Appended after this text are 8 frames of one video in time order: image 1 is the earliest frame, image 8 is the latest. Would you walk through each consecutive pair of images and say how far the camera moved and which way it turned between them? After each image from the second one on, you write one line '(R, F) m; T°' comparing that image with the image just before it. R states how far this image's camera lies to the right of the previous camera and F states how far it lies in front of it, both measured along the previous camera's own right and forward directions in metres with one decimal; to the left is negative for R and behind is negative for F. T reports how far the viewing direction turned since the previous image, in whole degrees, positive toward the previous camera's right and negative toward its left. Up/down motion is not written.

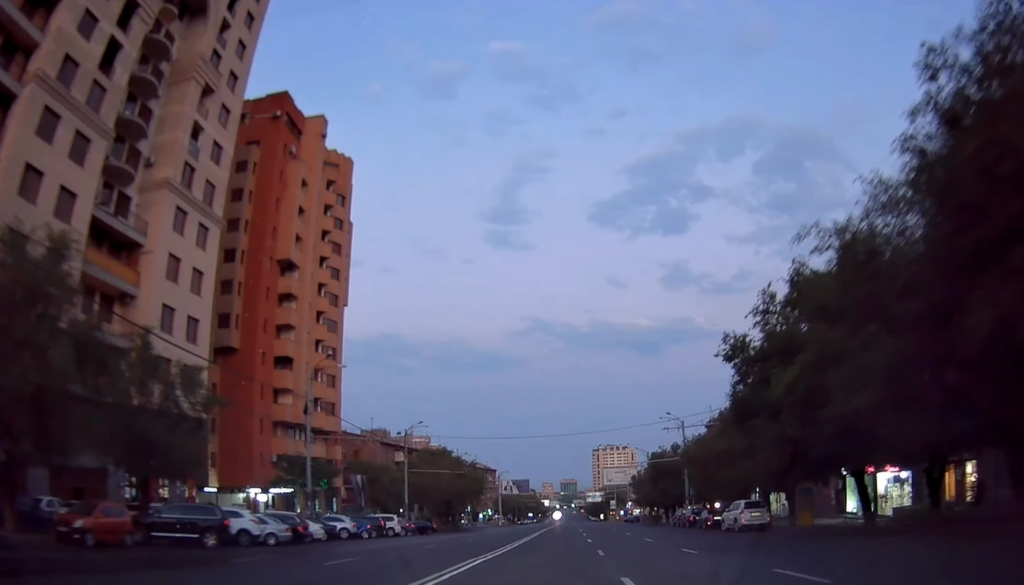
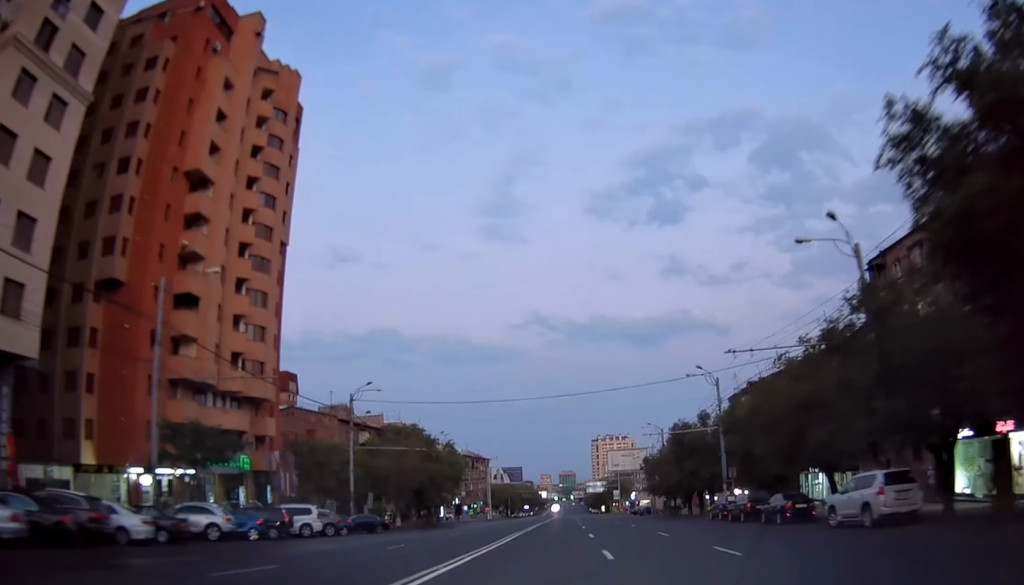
(+0.5, +18.0) m; -1°
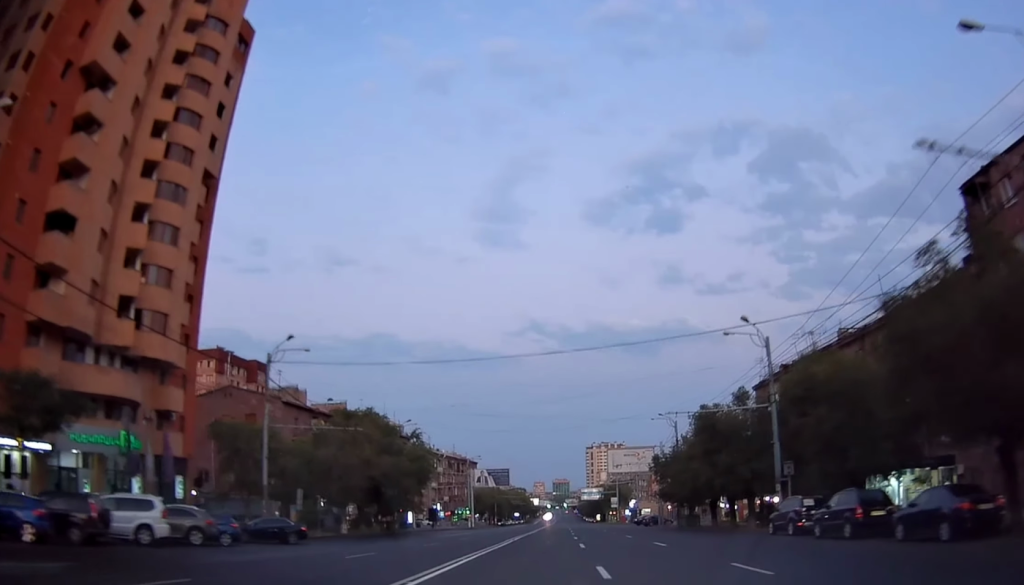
(-0.6, +15.4) m; -2°
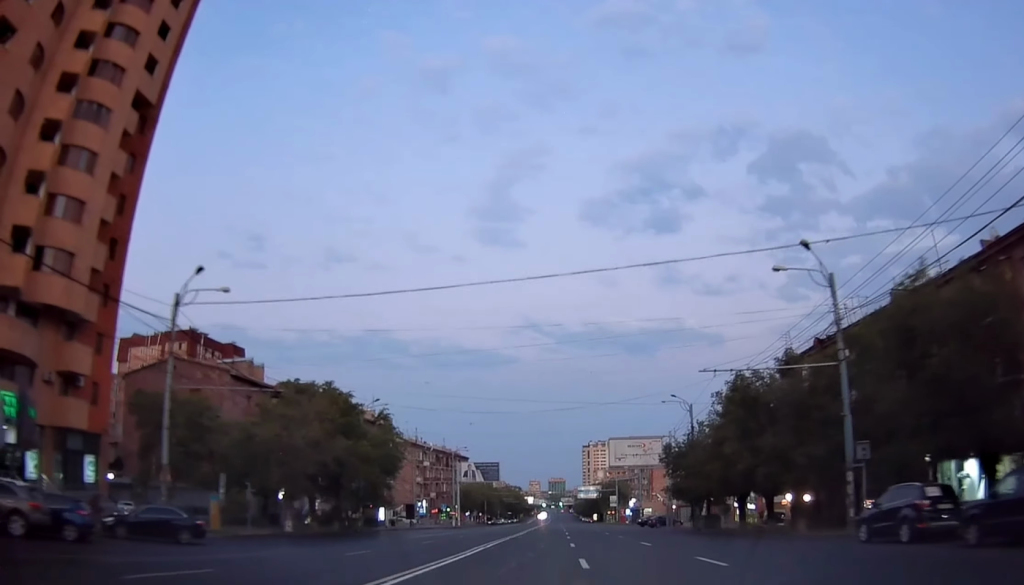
(-0.1, +10.8) m; +1°
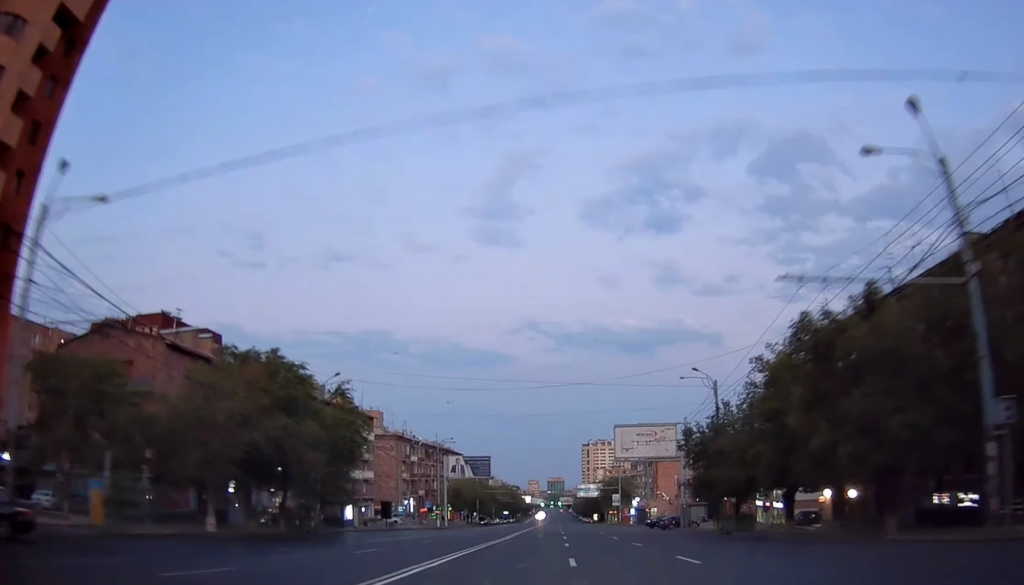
(-0.2, +11.4) m; +2°
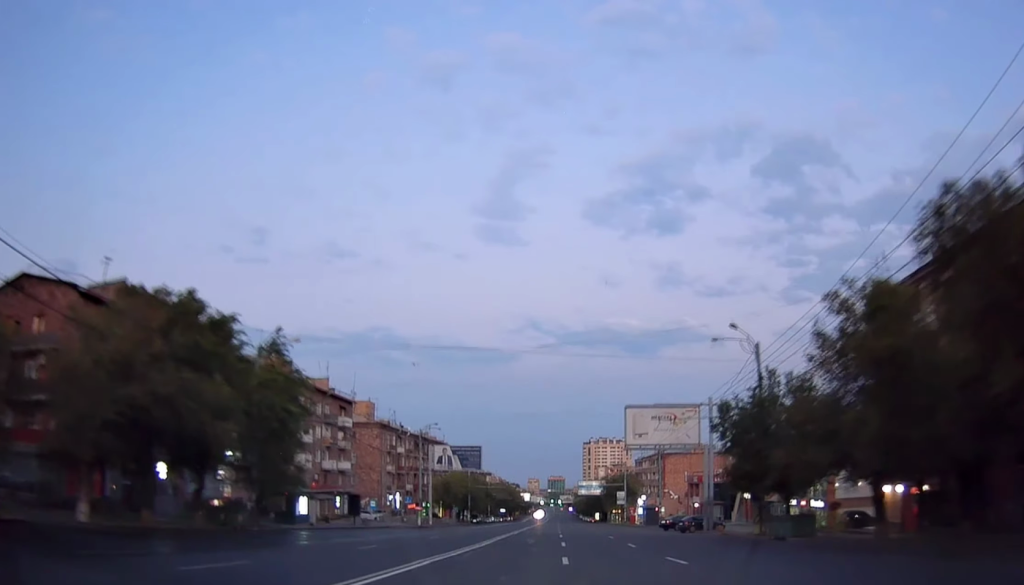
(+0.8, +11.1) m; 0°
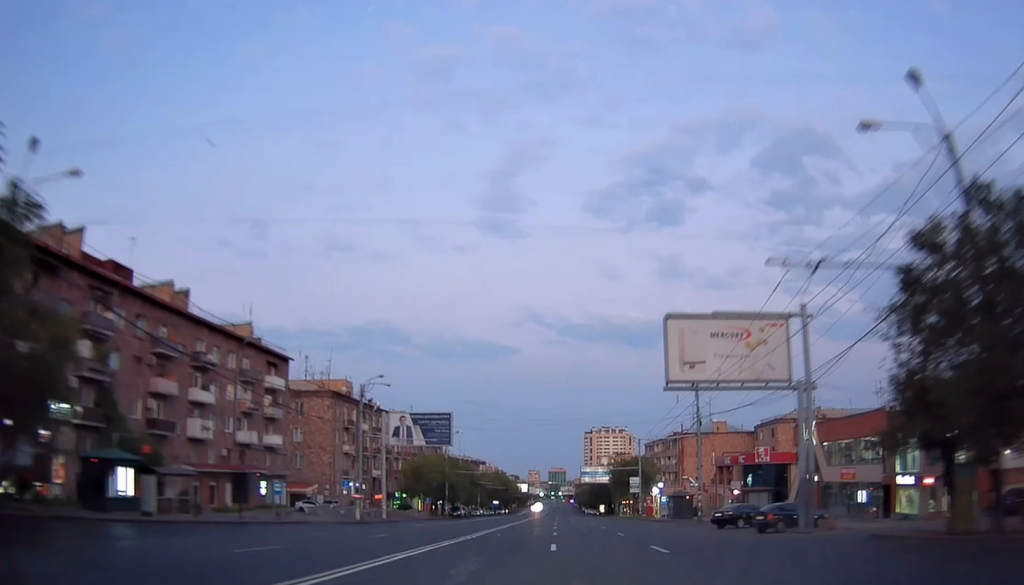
(-0.9, +22.9) m; -3°
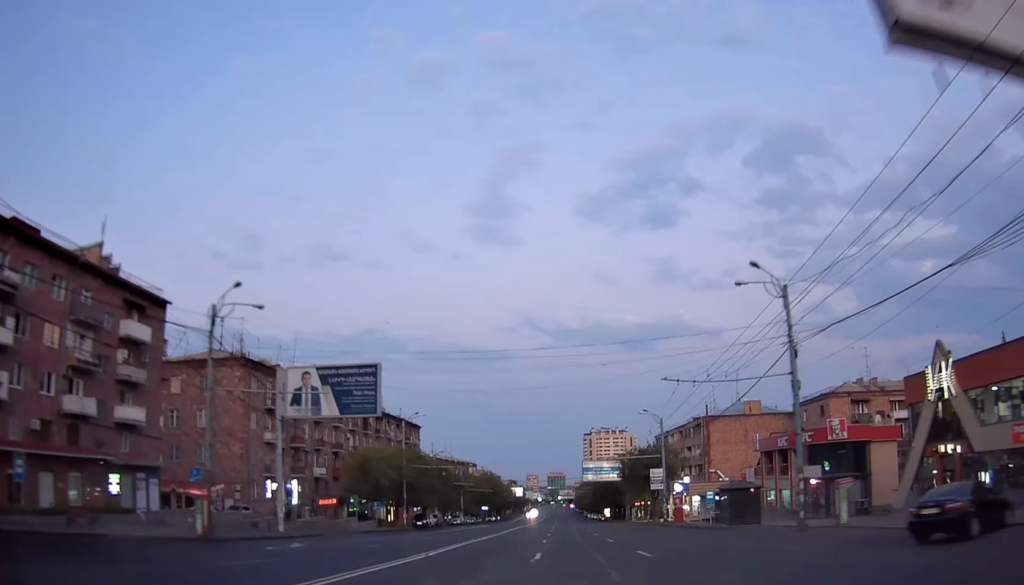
(+0.6, +24.4) m; +2°
